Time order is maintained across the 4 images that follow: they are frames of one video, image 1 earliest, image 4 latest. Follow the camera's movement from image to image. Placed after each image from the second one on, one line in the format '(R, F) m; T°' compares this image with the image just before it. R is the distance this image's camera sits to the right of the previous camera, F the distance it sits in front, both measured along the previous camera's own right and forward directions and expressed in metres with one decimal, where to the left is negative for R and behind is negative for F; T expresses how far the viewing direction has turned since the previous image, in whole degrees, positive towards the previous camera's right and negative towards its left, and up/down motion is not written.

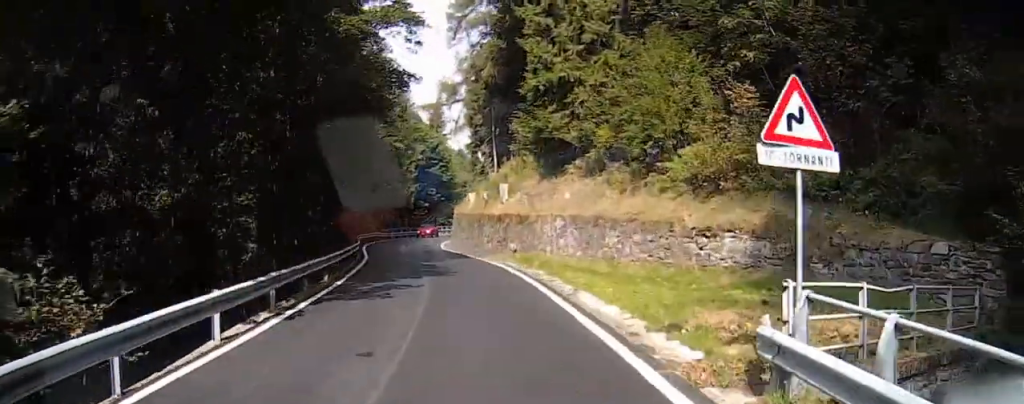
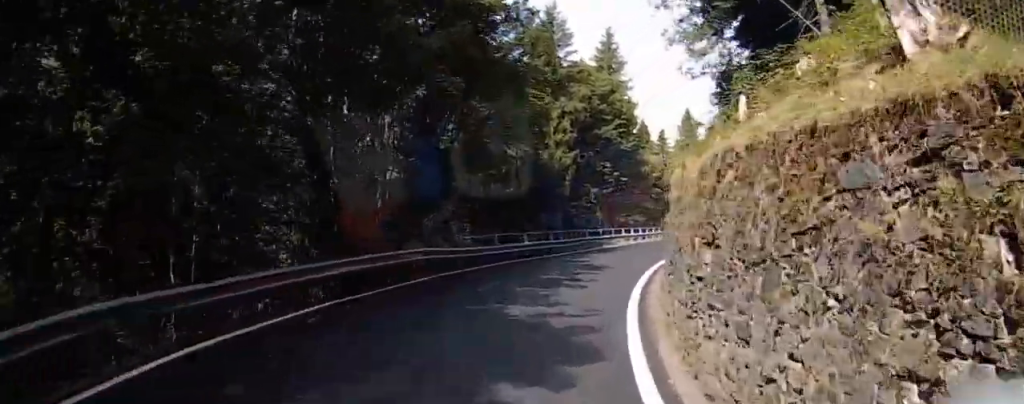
(0.0, +36.4) m; 0°
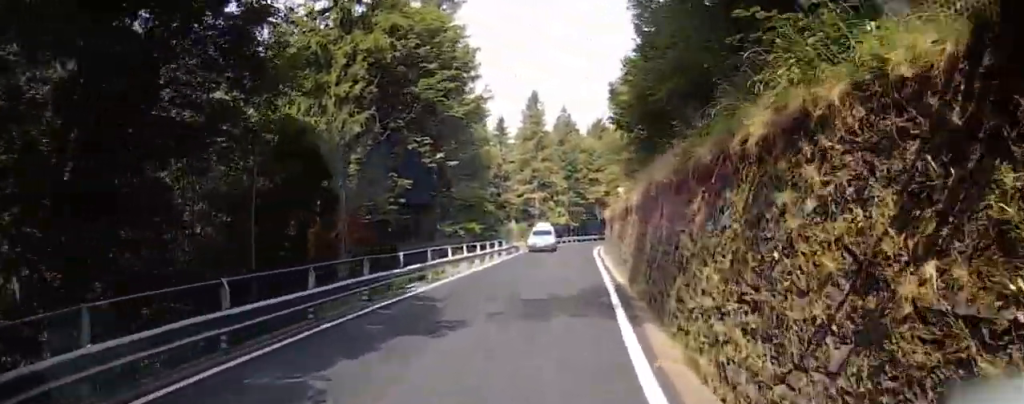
(0.0, +20.0) m; +2°
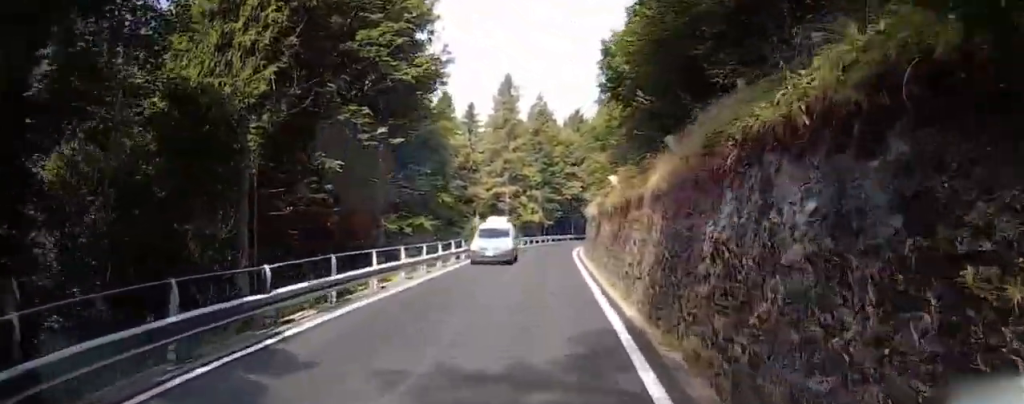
(-0.1, +6.8) m; +7°
